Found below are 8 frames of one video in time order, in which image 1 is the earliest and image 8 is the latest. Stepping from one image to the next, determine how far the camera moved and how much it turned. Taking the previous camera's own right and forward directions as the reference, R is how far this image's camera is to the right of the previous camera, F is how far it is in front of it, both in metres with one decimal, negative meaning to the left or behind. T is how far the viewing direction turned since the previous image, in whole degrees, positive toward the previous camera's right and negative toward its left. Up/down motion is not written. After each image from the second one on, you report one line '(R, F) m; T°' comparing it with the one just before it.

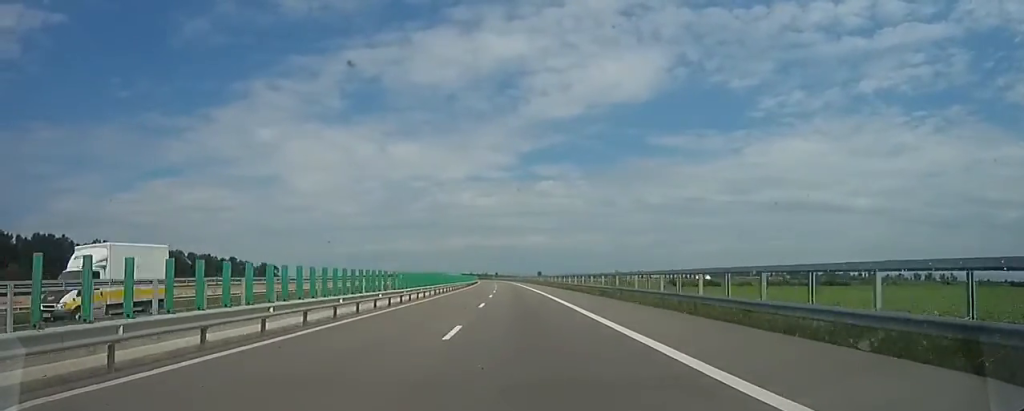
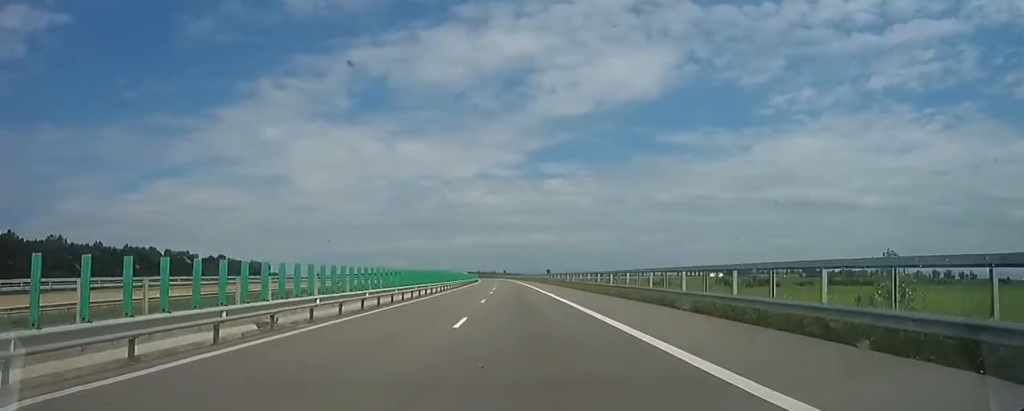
(-0.9, +34.1) m; -1°
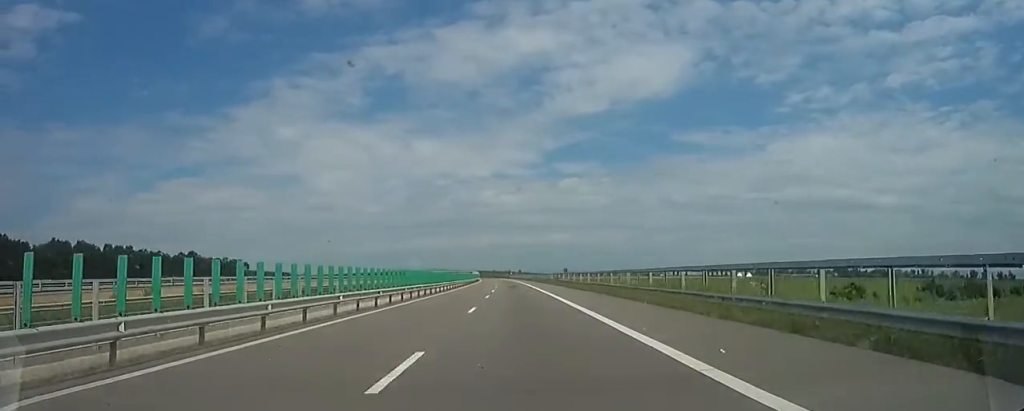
(-0.1, +67.3) m; -2°
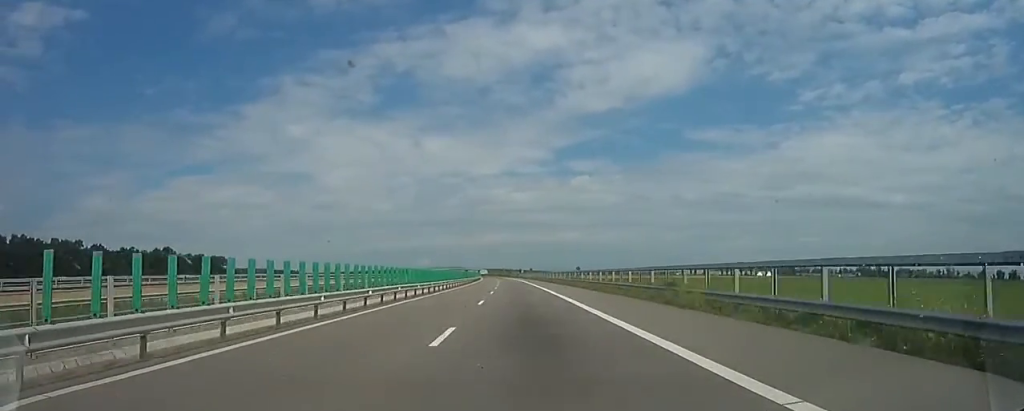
(-0.4, +44.8) m; -1°
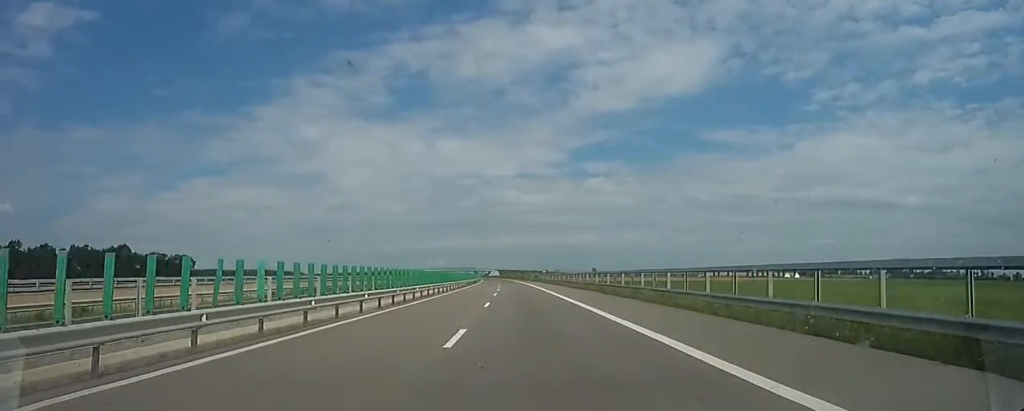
(-2.0, +60.1) m; -2°
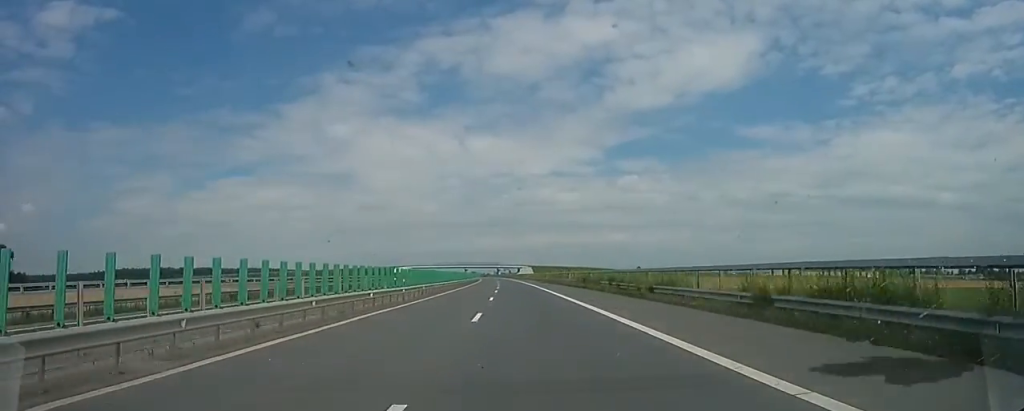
(-2.8, +162.4) m; -4°
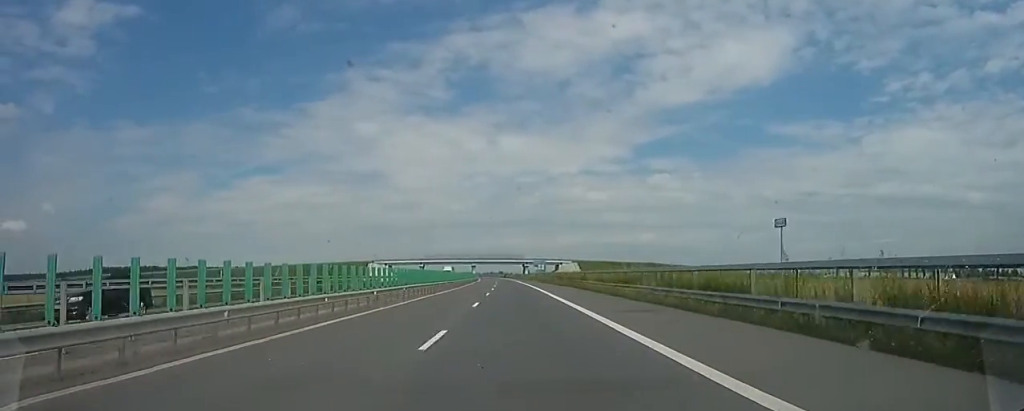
(-3.2, +124.7) m; -2°
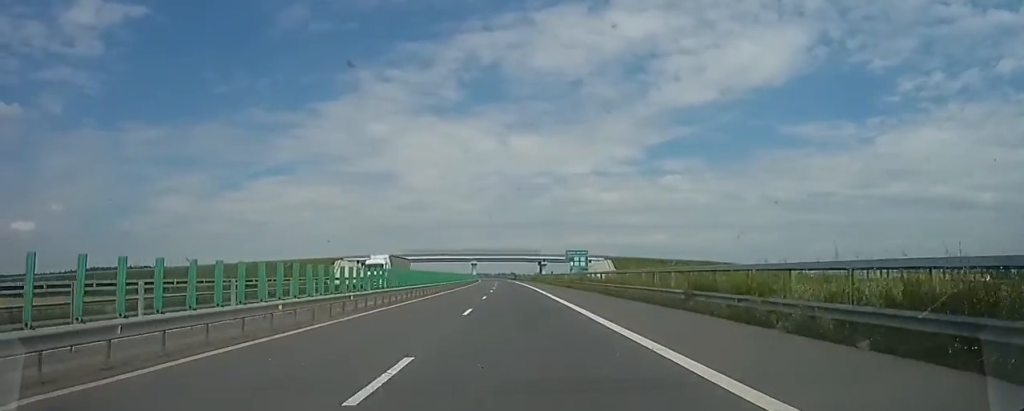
(+0.3, +51.8) m; -1°
